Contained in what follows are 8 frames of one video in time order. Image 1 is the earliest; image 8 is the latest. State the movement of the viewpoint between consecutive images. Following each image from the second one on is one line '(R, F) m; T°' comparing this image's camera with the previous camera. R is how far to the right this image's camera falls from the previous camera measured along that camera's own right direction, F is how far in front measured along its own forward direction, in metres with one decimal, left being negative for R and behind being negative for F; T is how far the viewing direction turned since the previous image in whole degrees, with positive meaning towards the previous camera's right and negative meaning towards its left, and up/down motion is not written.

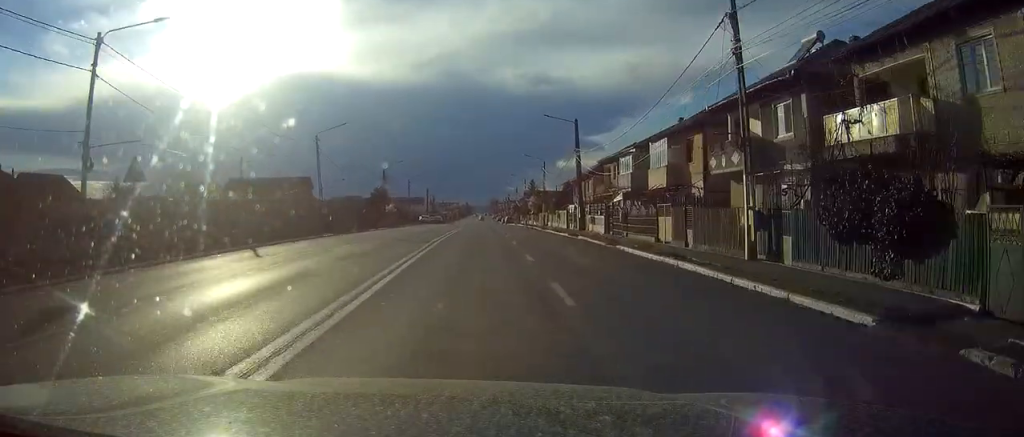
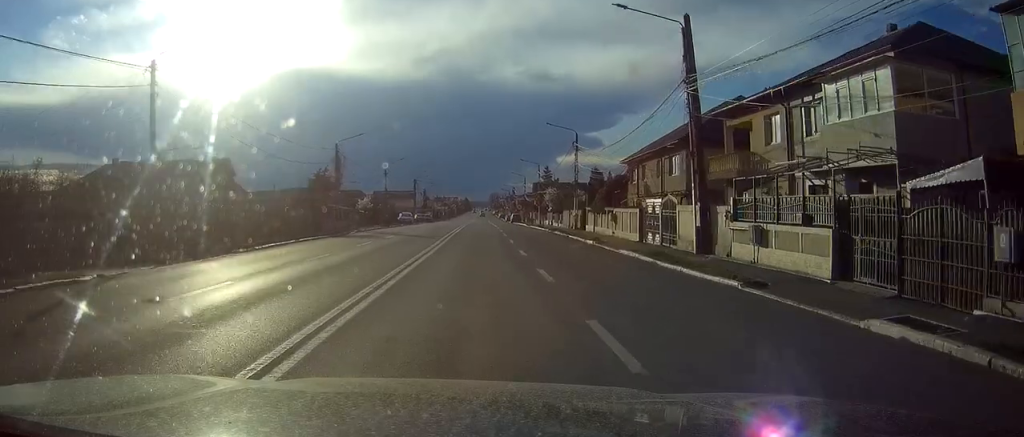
(0.0, +31.3) m; 0°
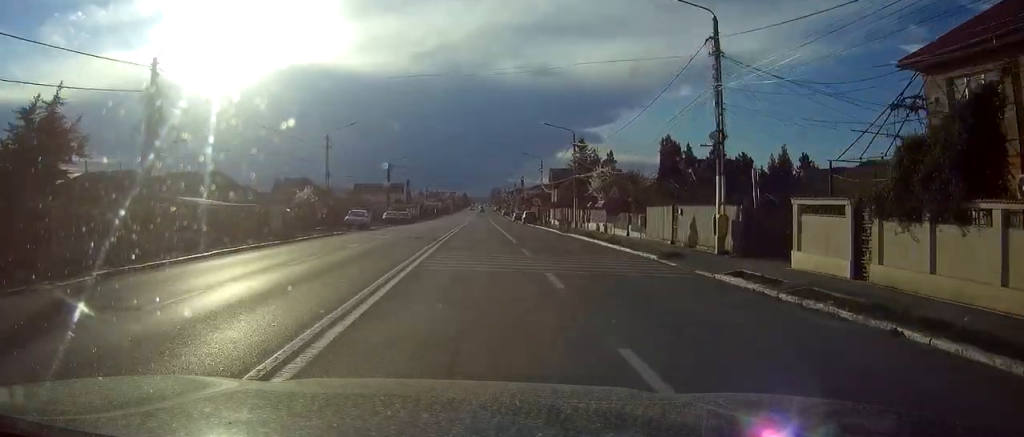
(0.0, +37.5) m; 0°
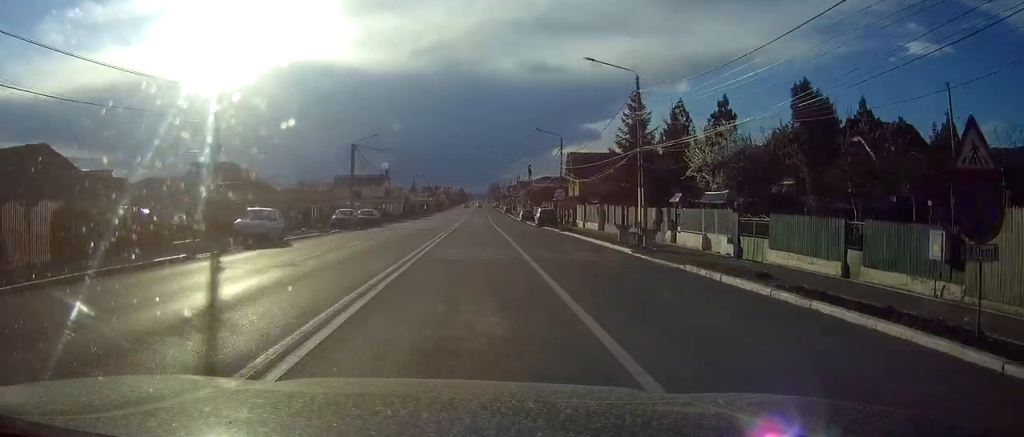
(+0.1, +25.9) m; 0°
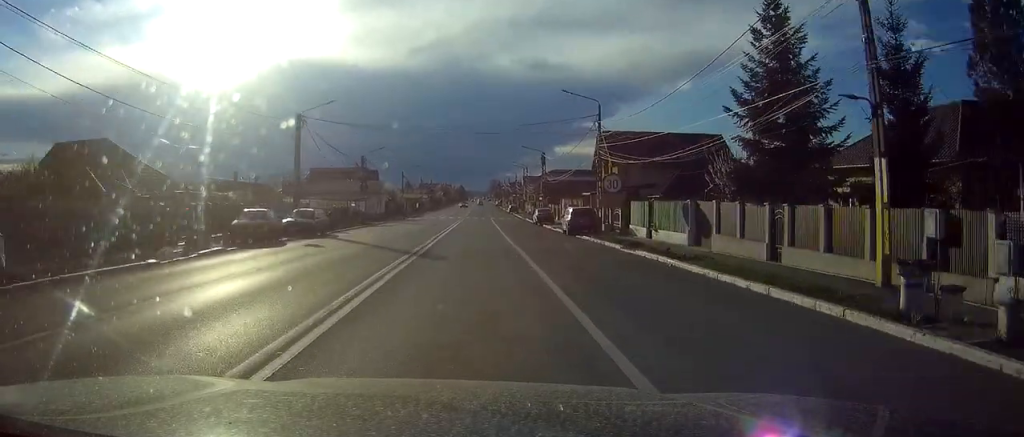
(0.0, +22.3) m; 0°
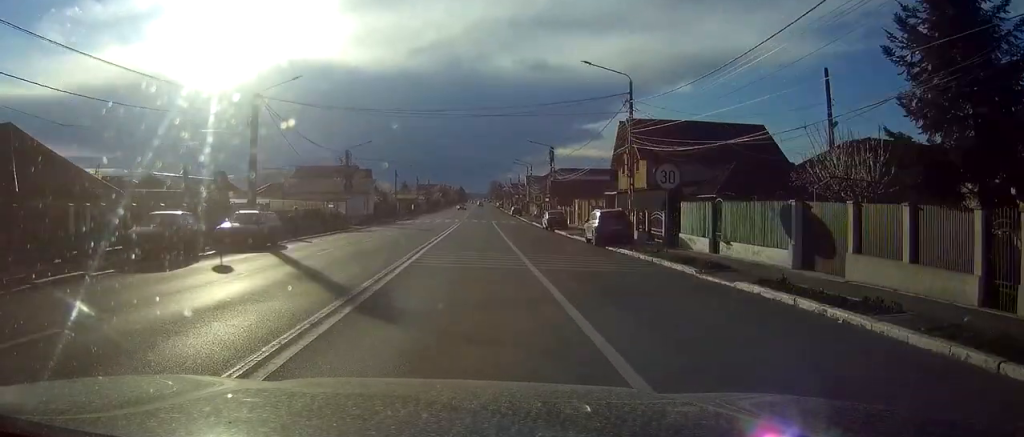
(+0.1, +10.1) m; 0°
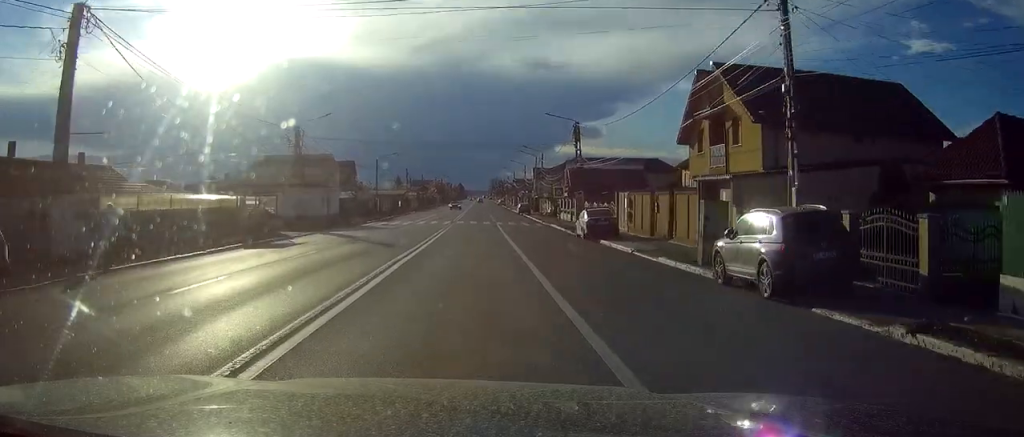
(0.0, +20.2) m; 0°
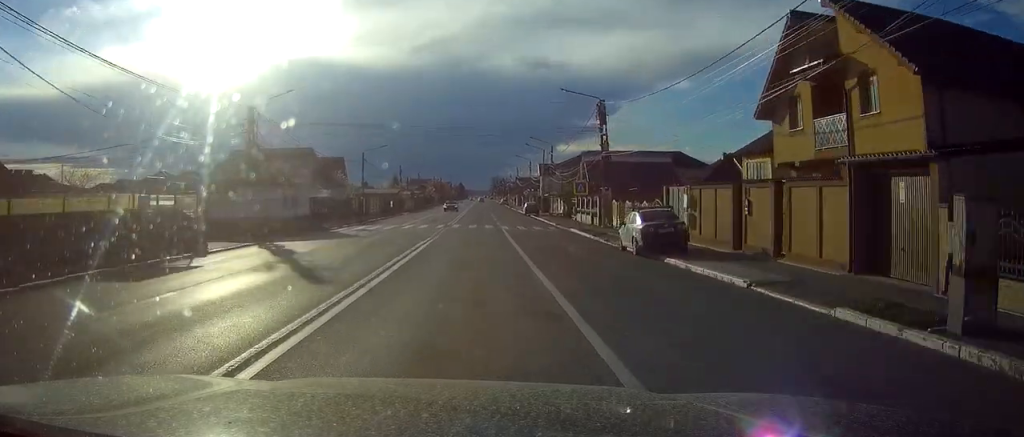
(-0.1, +11.5) m; 0°
